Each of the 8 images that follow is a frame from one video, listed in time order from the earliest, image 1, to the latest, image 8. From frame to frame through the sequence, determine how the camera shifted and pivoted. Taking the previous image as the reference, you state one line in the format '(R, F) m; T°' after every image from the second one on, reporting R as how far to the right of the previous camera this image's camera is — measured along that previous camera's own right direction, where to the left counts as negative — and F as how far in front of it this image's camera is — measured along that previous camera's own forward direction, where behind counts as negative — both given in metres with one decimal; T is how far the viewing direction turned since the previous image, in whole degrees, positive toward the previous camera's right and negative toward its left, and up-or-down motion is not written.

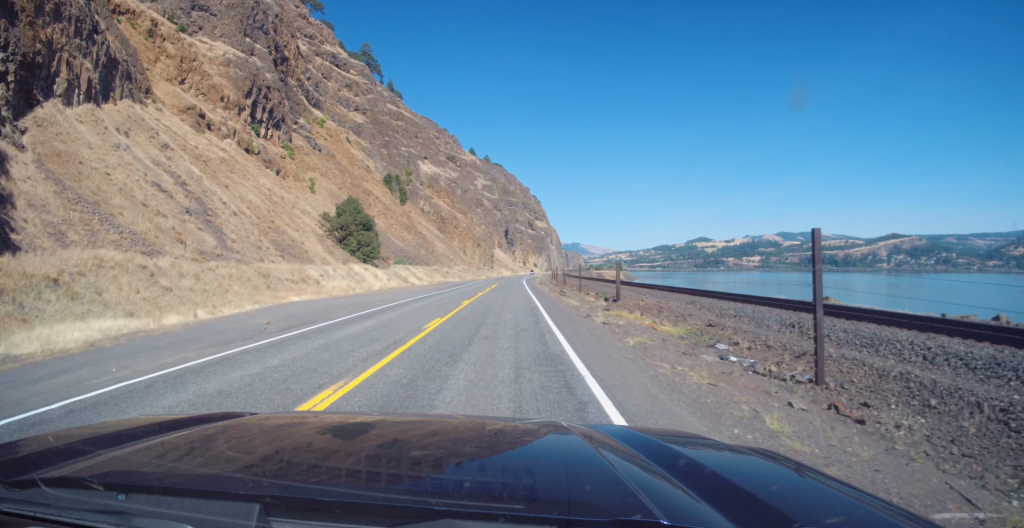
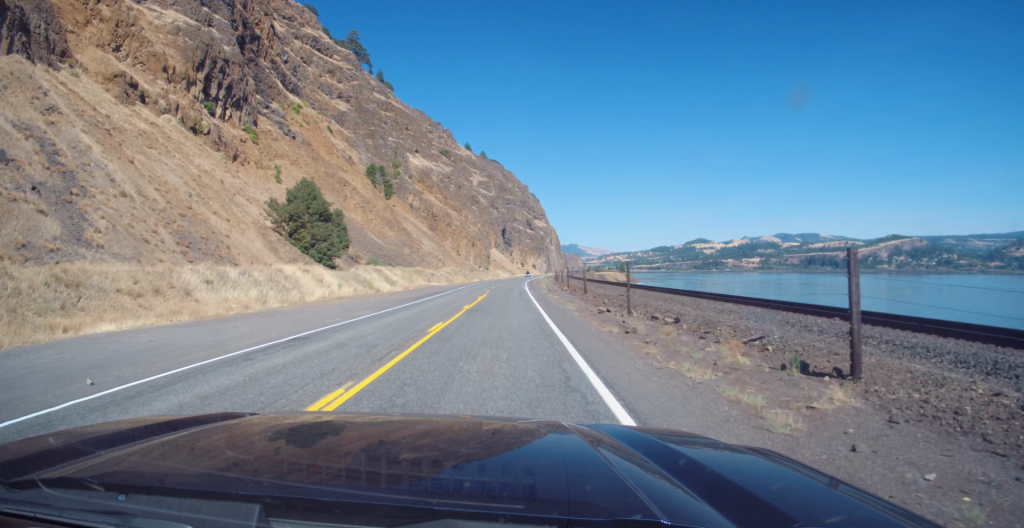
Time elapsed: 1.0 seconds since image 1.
(+0.4, +24.8) m; 0°
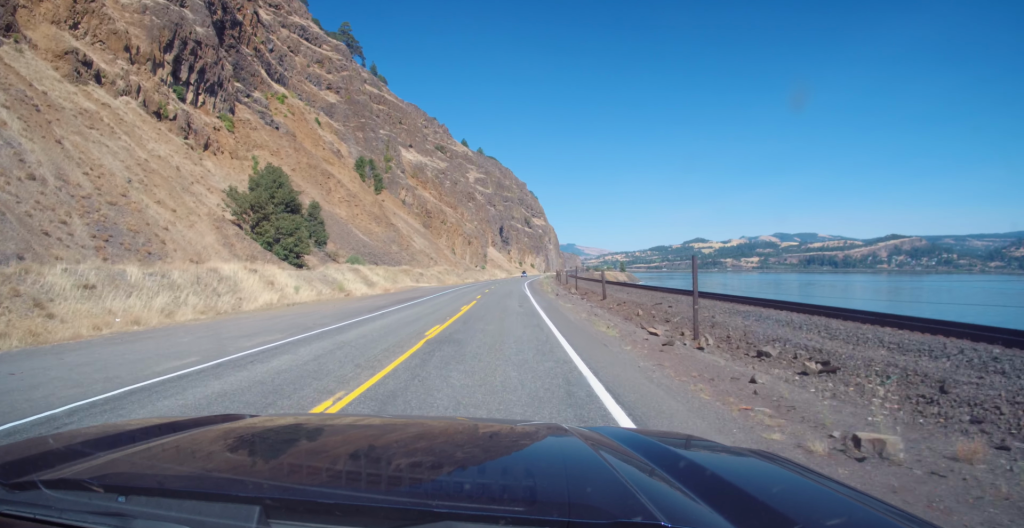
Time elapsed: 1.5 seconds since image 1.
(-0.2, +12.3) m; -1°
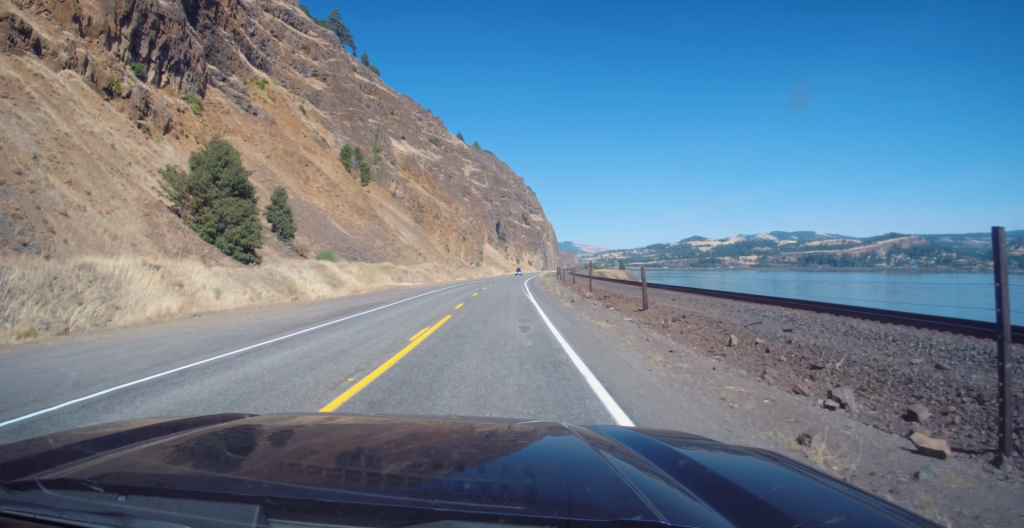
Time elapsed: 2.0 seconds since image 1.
(0.0, +14.8) m; +1°
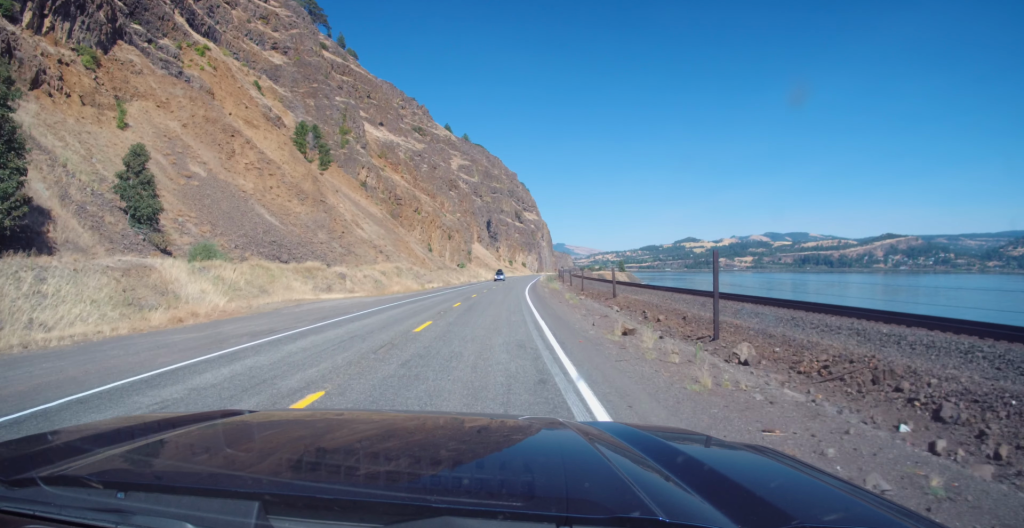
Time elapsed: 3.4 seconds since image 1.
(+0.6, +34.8) m; +1°
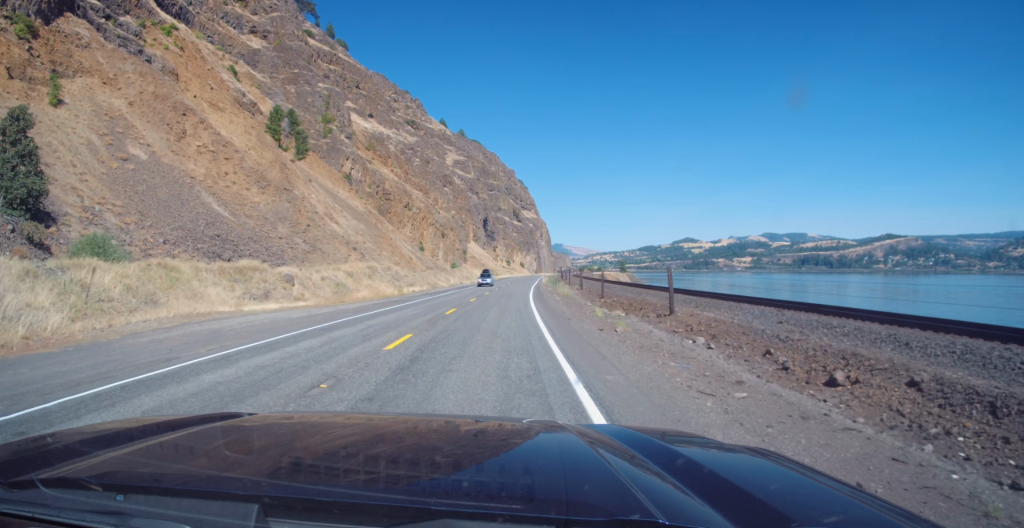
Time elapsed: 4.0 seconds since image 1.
(-0.2, +16.1) m; 0°
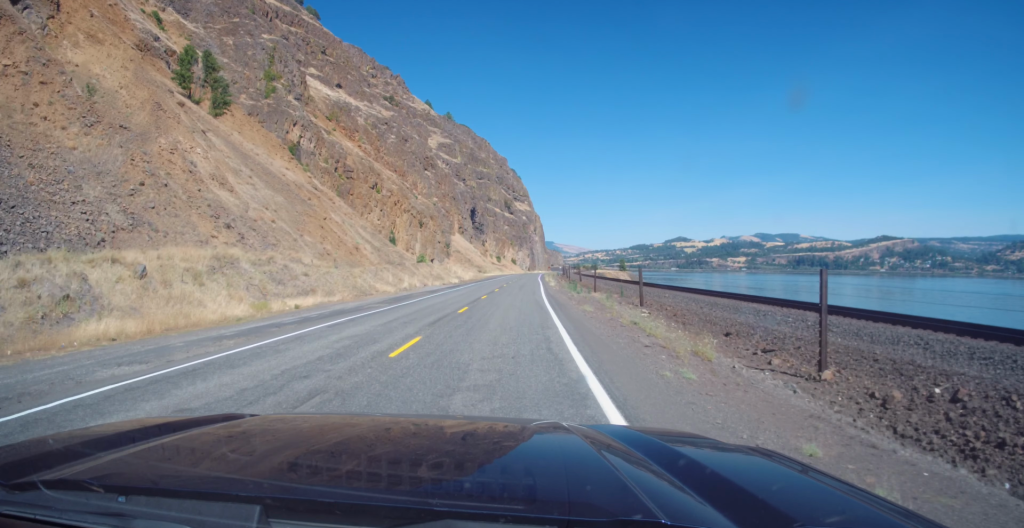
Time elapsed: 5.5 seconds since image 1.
(+0.3, +37.9) m; +1°
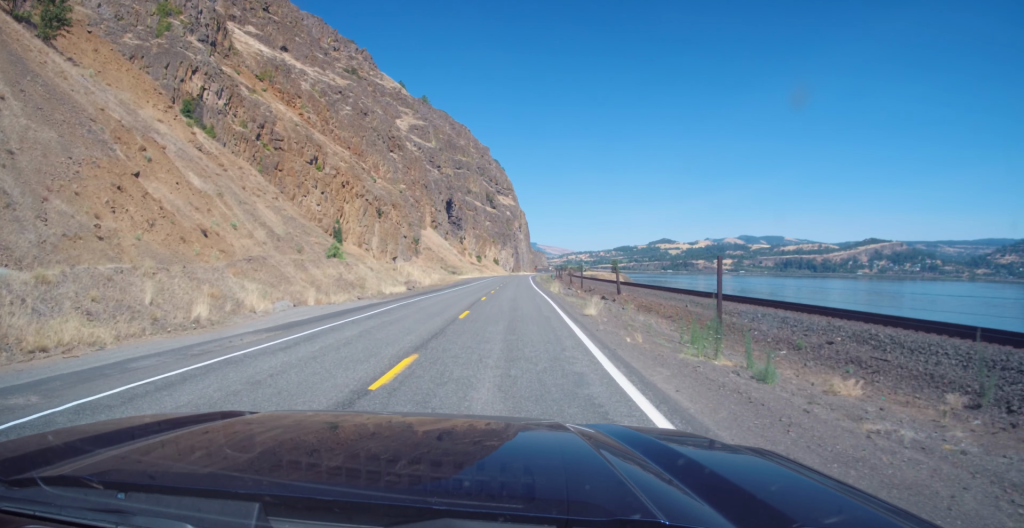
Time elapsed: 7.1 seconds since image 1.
(+0.6, +39.8) m; +2°
